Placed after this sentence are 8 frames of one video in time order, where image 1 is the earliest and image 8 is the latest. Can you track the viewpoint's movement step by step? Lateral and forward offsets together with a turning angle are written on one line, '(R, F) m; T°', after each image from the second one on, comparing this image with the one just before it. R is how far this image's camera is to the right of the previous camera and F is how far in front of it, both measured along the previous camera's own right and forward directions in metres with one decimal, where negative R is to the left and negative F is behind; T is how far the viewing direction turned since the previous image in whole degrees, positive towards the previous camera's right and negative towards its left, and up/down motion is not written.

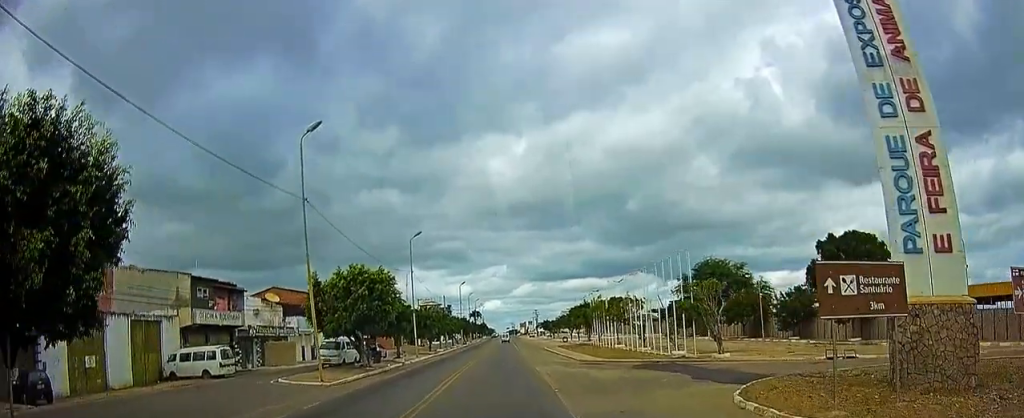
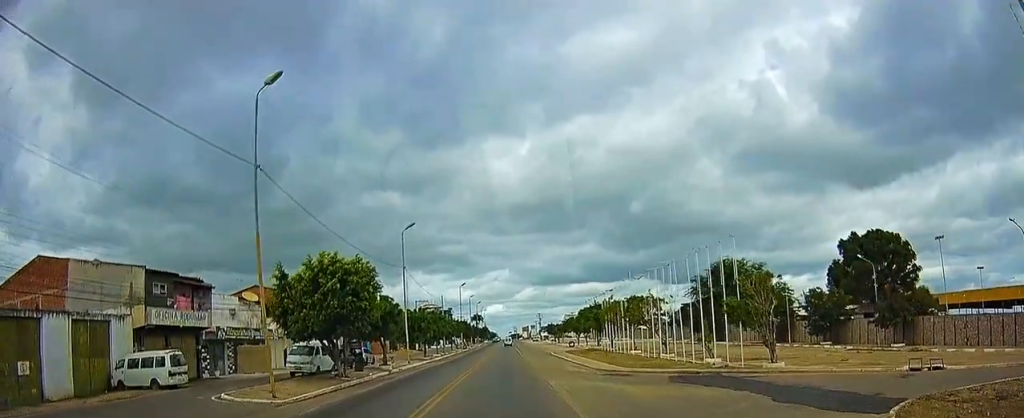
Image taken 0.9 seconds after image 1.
(+0.1, +5.1) m; +2°
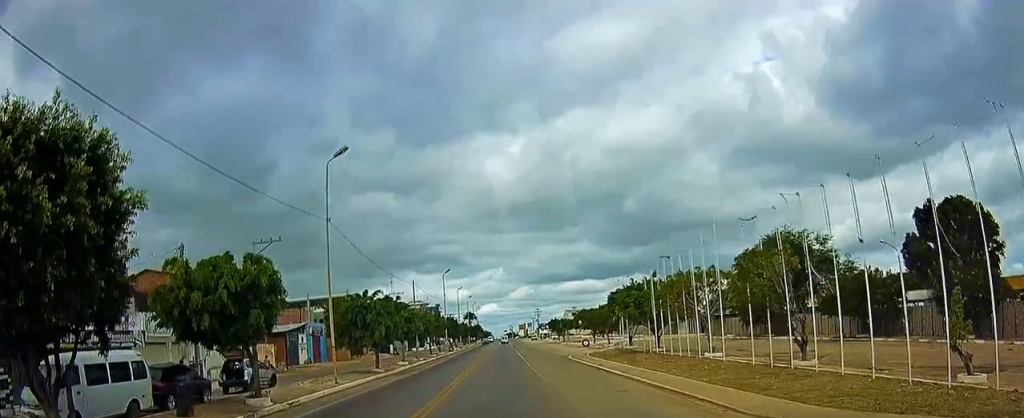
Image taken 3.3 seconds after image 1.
(-0.5, +17.6) m; -3°
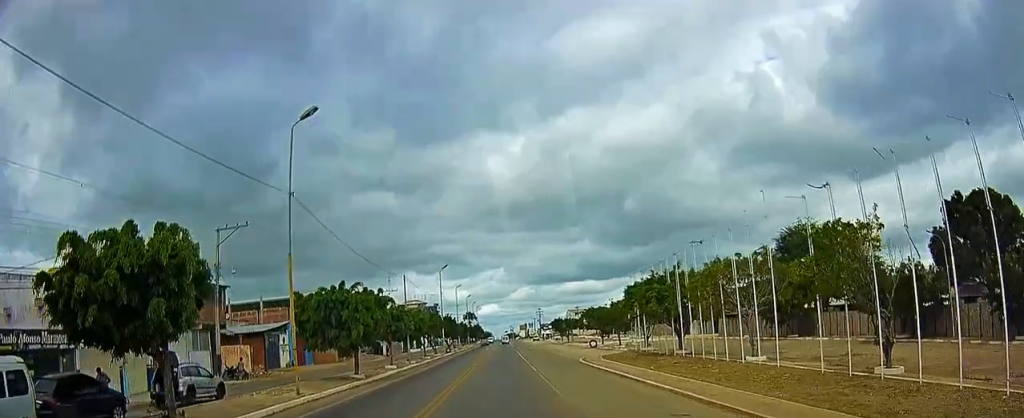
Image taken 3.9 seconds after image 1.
(0.0, +4.8) m; +1°
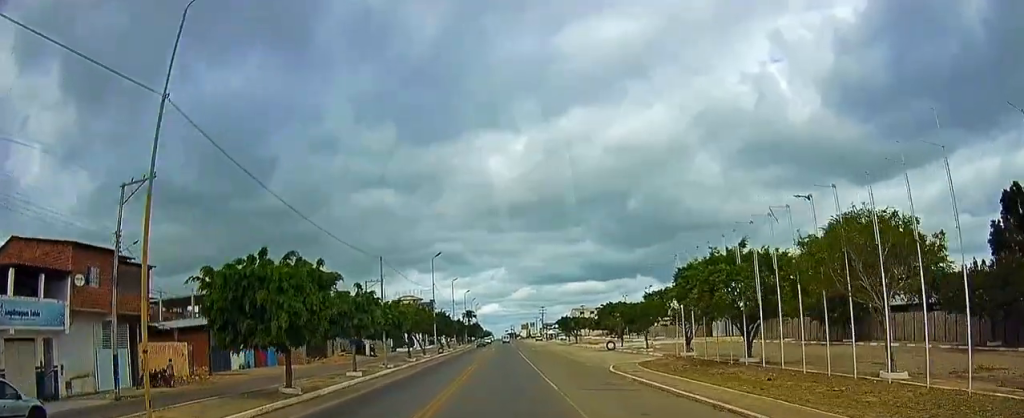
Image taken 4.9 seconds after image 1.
(+0.2, +9.2) m; +2°
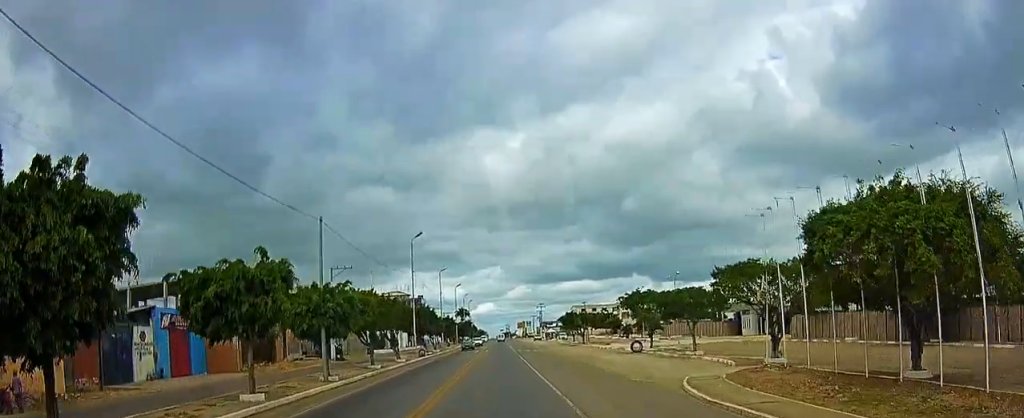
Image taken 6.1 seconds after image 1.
(+0.3, +11.9) m; 0°
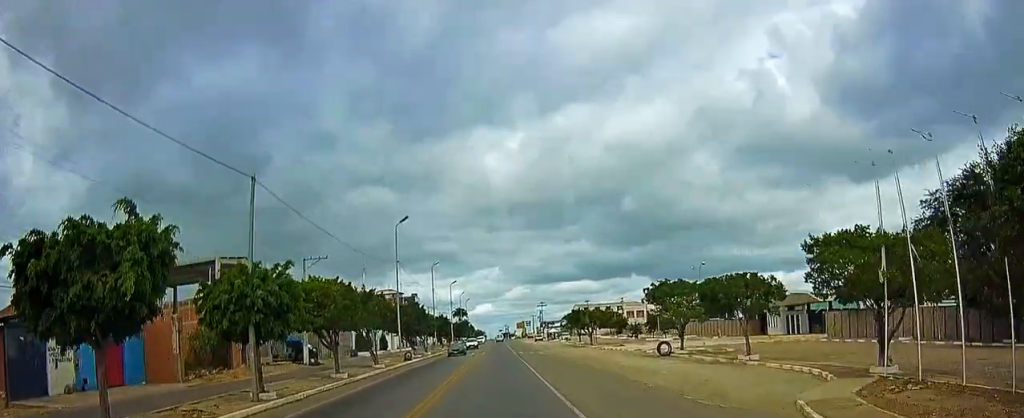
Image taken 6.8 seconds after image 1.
(-0.1, +8.0) m; -1°
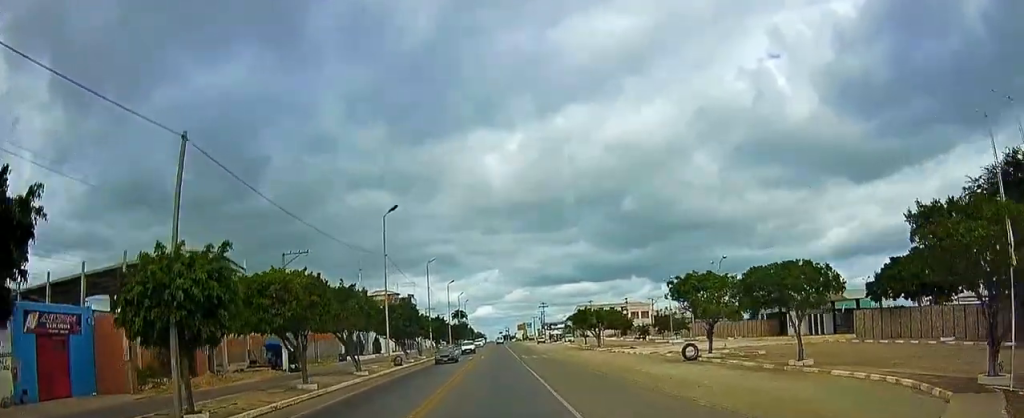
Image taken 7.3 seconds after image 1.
(-0.3, +5.2) m; 0°
